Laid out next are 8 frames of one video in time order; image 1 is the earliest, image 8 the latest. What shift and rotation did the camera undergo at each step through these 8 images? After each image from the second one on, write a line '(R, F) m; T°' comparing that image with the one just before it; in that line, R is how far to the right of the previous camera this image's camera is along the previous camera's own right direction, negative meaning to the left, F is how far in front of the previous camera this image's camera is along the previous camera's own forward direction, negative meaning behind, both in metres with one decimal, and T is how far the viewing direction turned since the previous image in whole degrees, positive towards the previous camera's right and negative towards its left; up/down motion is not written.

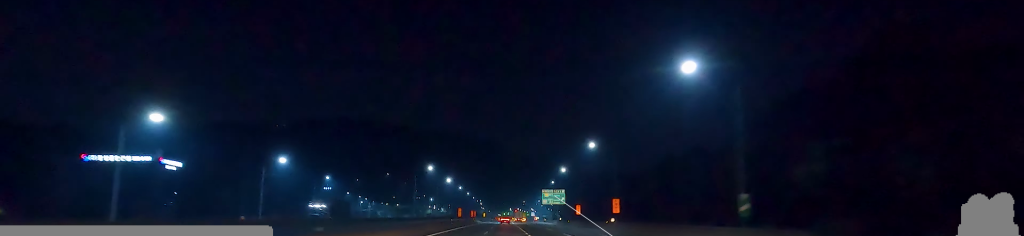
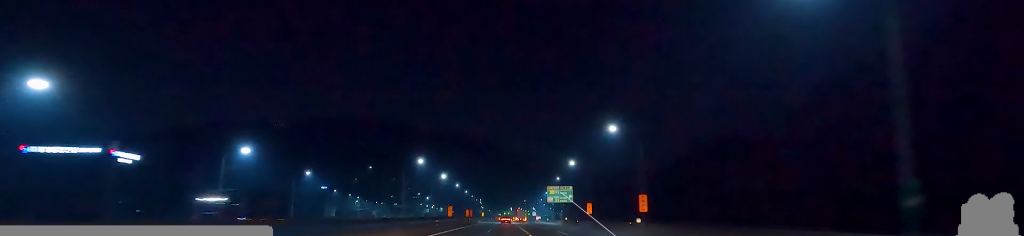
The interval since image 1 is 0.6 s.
(-0.4, +15.2) m; 0°
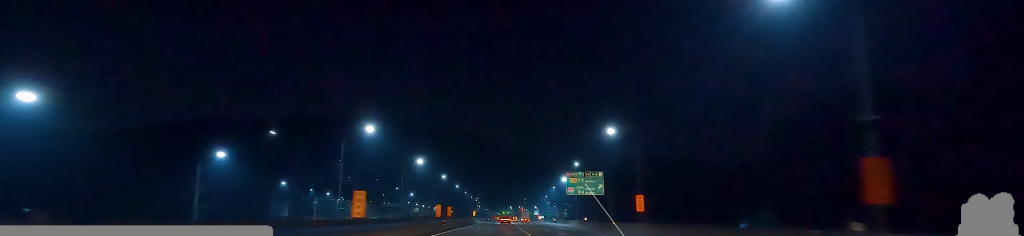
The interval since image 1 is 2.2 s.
(-0.1, +40.5) m; -2°
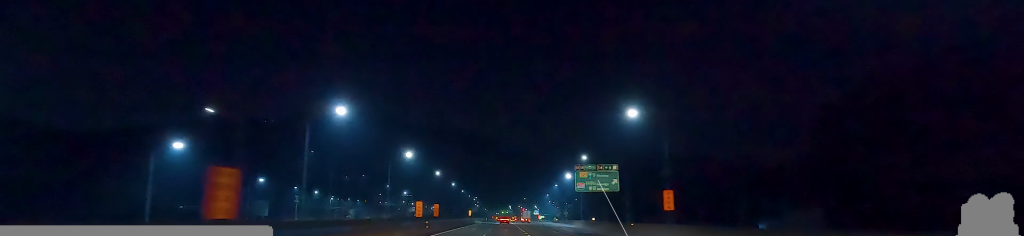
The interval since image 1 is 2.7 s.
(-0.5, +11.8) m; -1°
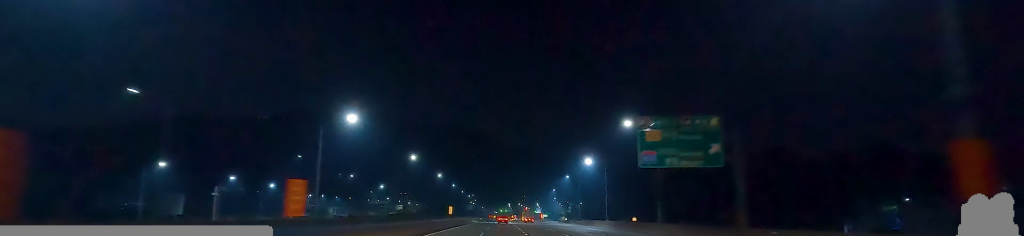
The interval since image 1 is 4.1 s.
(+0.5, +35.8) m; +2°
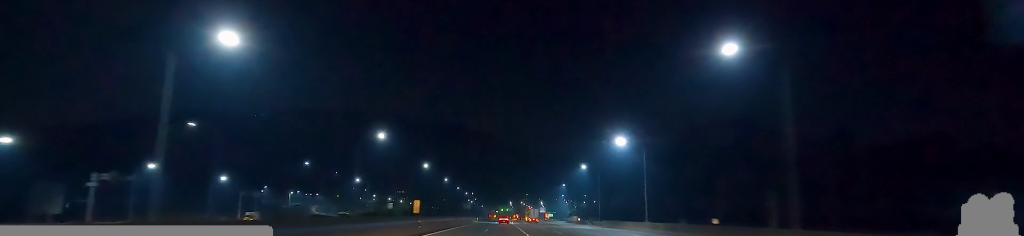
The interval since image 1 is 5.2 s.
(+0.4, +28.2) m; 0°
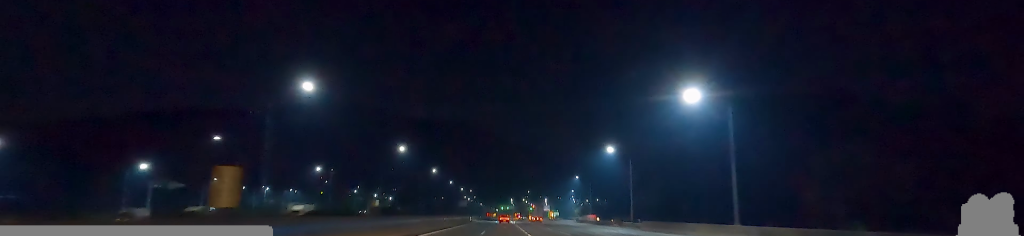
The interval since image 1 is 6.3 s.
(-0.2, +29.0) m; +1°
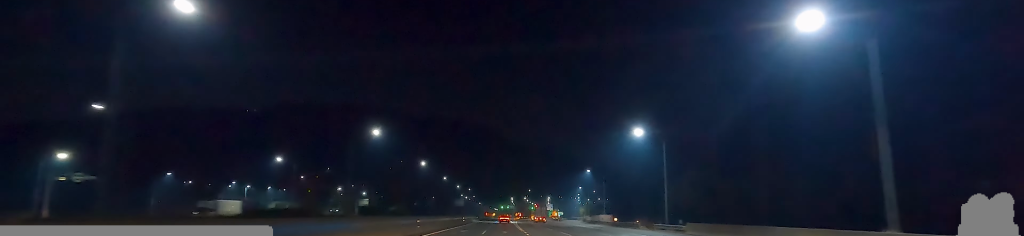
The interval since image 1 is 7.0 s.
(+0.3, +18.6) m; +1°
